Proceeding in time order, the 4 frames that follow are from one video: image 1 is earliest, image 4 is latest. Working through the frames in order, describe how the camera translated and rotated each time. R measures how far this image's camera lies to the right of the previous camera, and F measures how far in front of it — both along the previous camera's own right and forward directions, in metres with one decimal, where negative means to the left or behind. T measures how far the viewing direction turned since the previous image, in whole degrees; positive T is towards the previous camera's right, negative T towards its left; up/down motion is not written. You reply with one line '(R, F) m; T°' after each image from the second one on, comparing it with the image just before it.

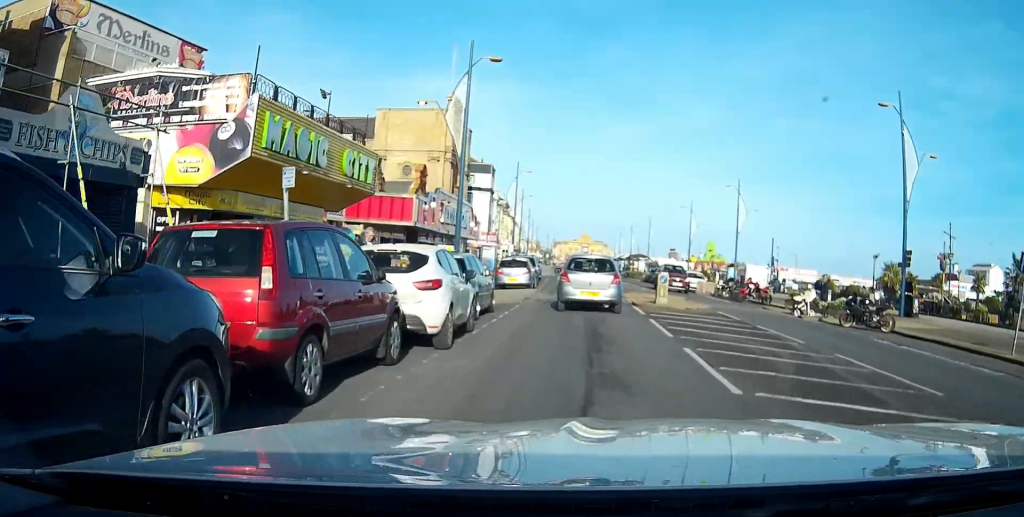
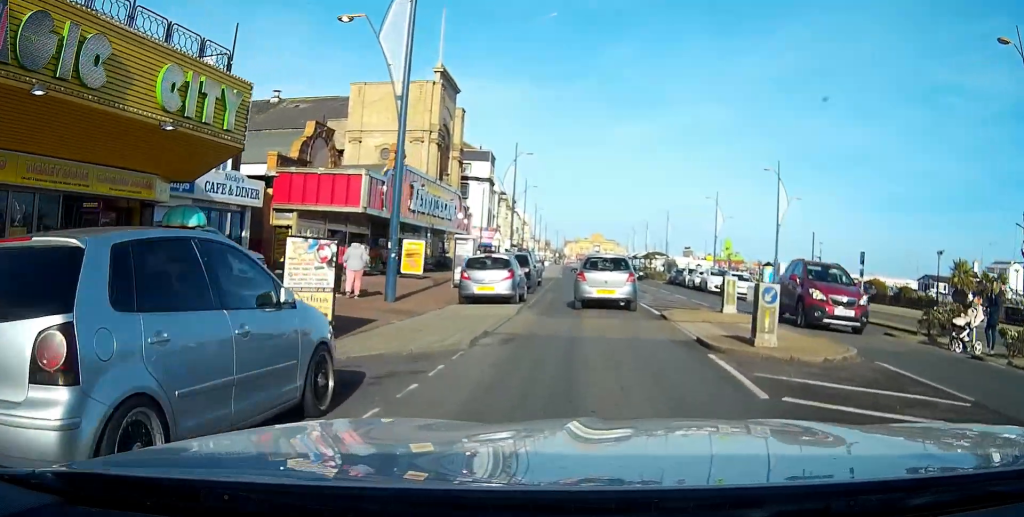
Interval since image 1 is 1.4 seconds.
(0.0, +12.3) m; 0°
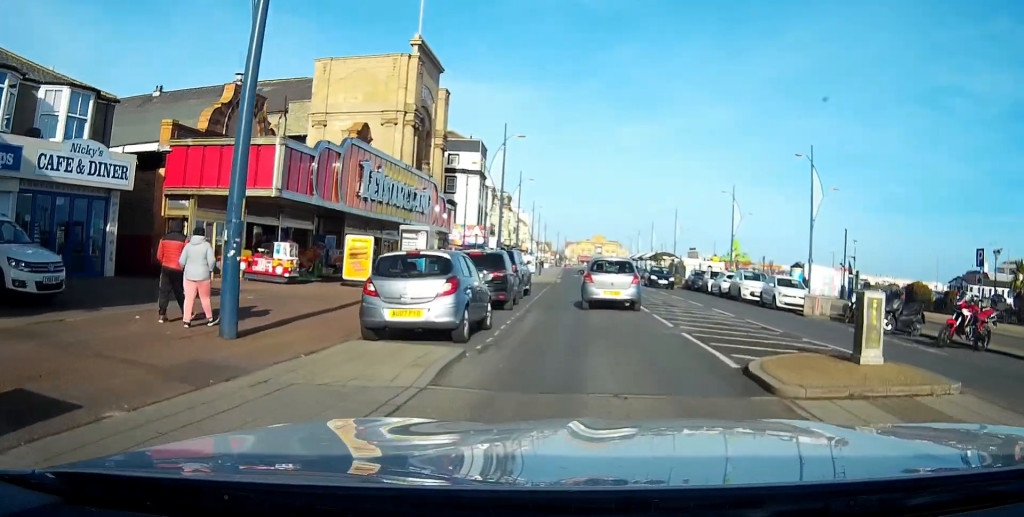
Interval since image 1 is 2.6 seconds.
(0.0, +10.0) m; -1°
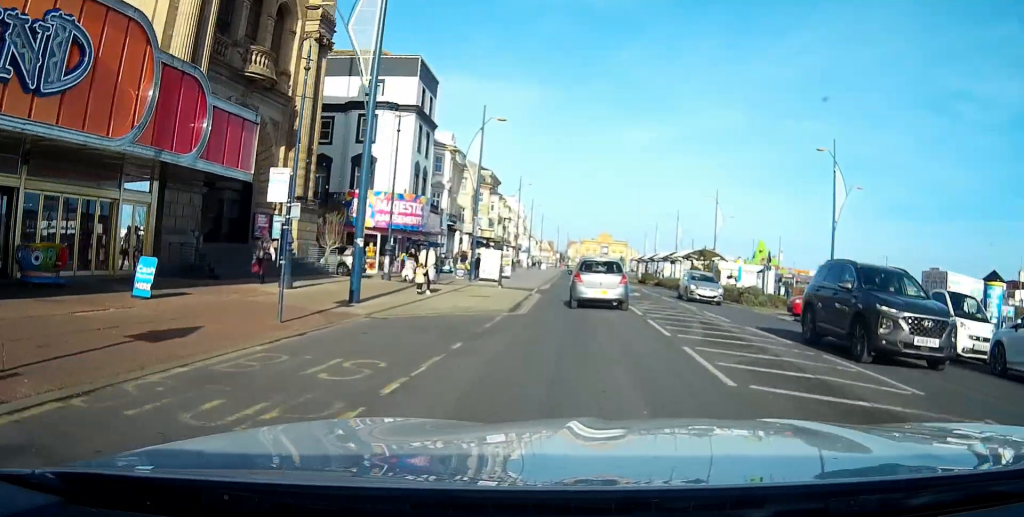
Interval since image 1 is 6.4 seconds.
(-0.2, +33.4) m; 0°
